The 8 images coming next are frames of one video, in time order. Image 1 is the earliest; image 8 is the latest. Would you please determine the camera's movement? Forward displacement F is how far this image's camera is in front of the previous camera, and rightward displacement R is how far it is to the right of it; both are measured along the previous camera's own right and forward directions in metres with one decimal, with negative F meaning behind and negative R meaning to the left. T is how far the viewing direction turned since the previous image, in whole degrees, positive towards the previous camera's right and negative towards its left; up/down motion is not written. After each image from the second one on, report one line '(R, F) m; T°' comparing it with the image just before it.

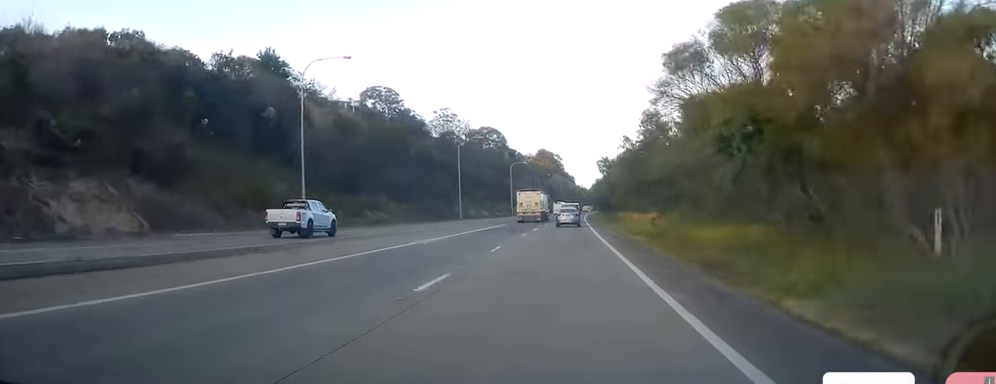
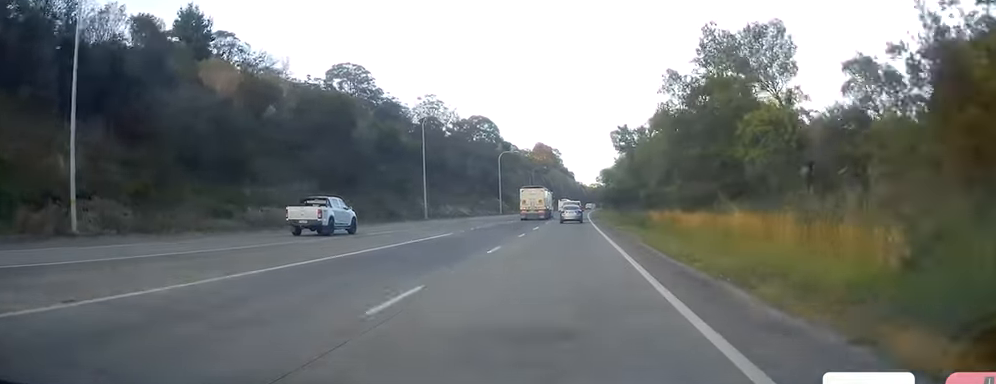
(-0.6, +26.9) m; 0°
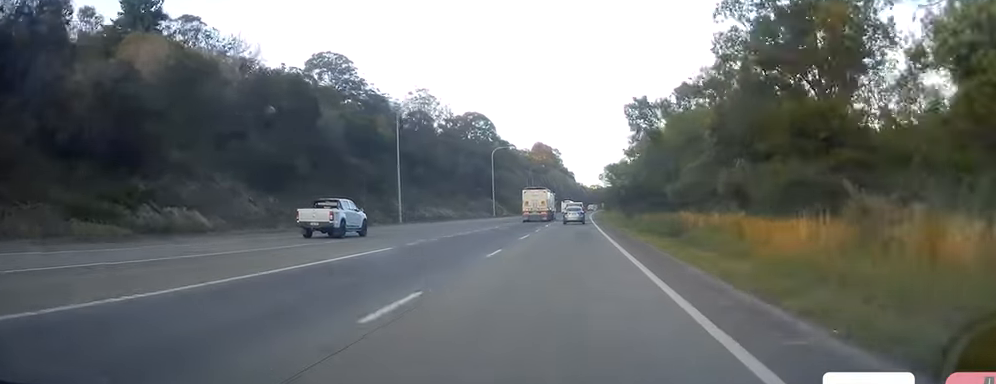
(-0.1, +12.9) m; 0°
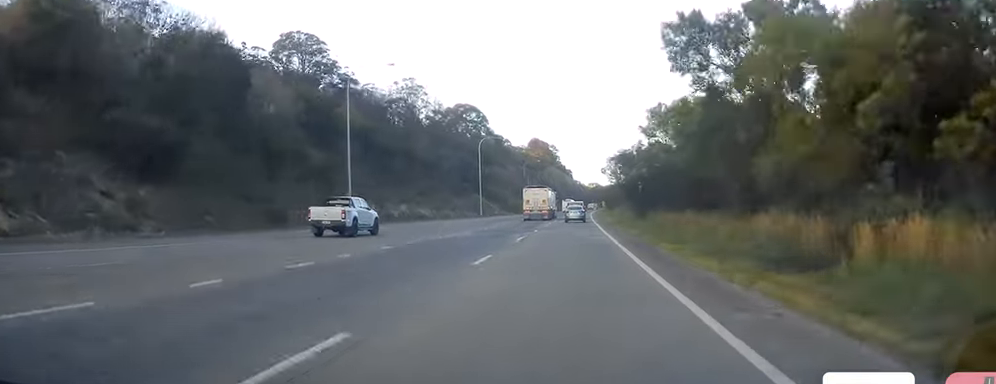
(+0.4, +16.0) m; +1°
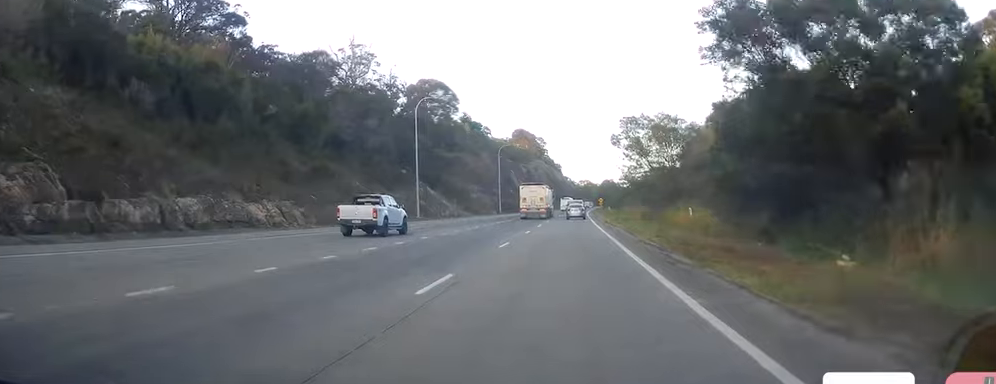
(+0.5, +42.0) m; +1°
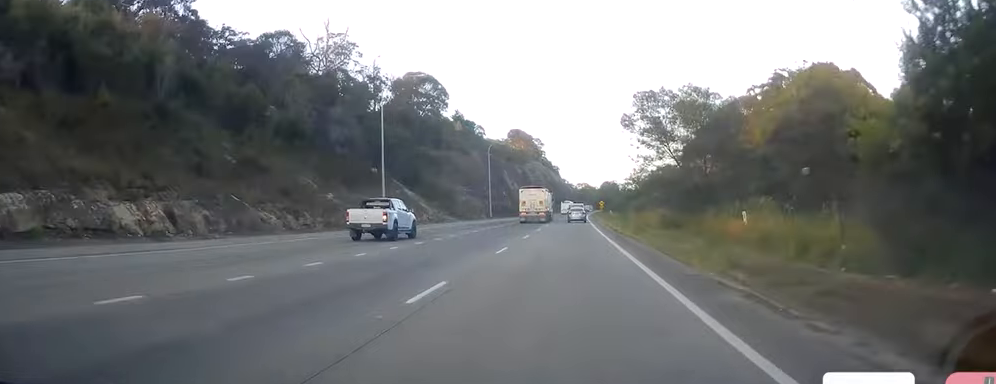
(+0.2, +13.0) m; 0°
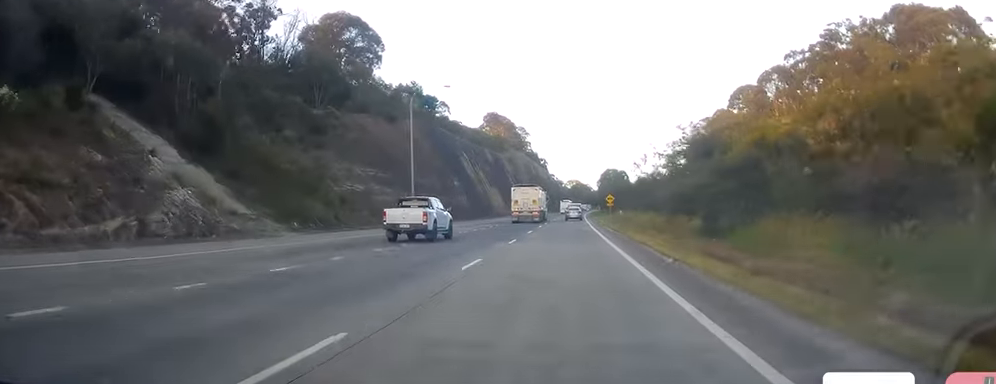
(-0.3, +53.7) m; 0°
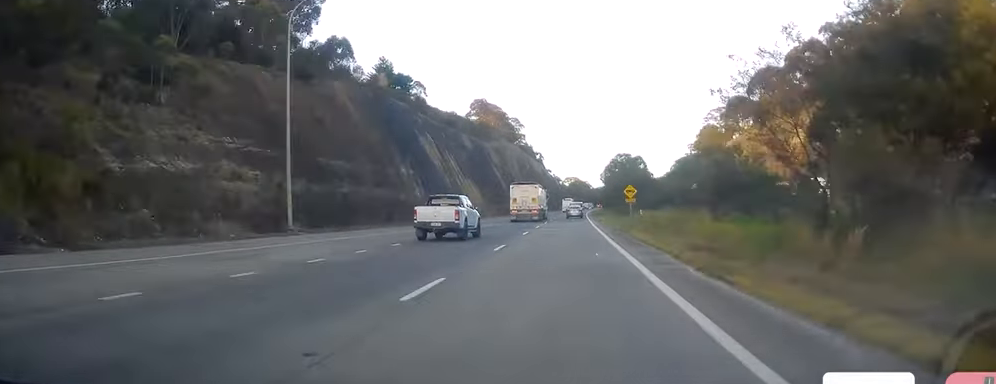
(+0.1, +29.9) m; 0°
